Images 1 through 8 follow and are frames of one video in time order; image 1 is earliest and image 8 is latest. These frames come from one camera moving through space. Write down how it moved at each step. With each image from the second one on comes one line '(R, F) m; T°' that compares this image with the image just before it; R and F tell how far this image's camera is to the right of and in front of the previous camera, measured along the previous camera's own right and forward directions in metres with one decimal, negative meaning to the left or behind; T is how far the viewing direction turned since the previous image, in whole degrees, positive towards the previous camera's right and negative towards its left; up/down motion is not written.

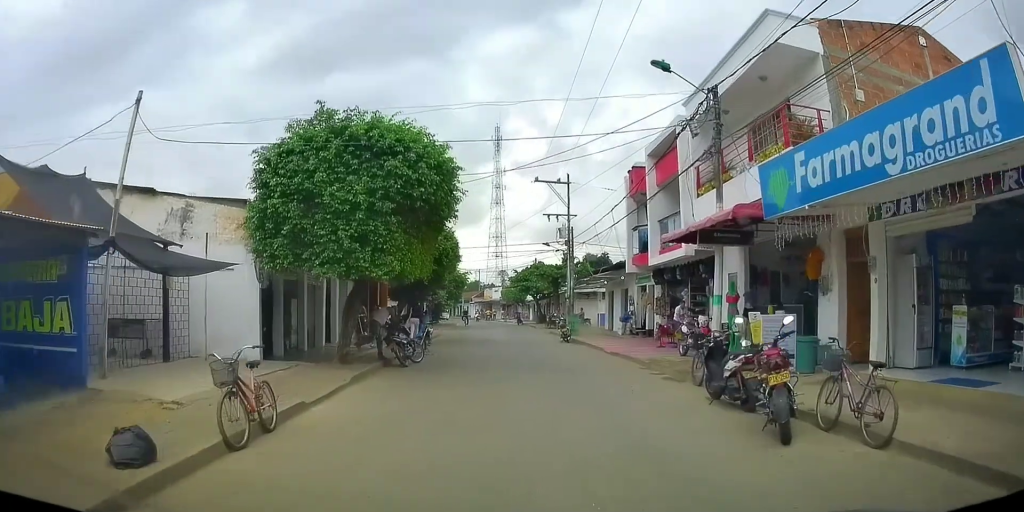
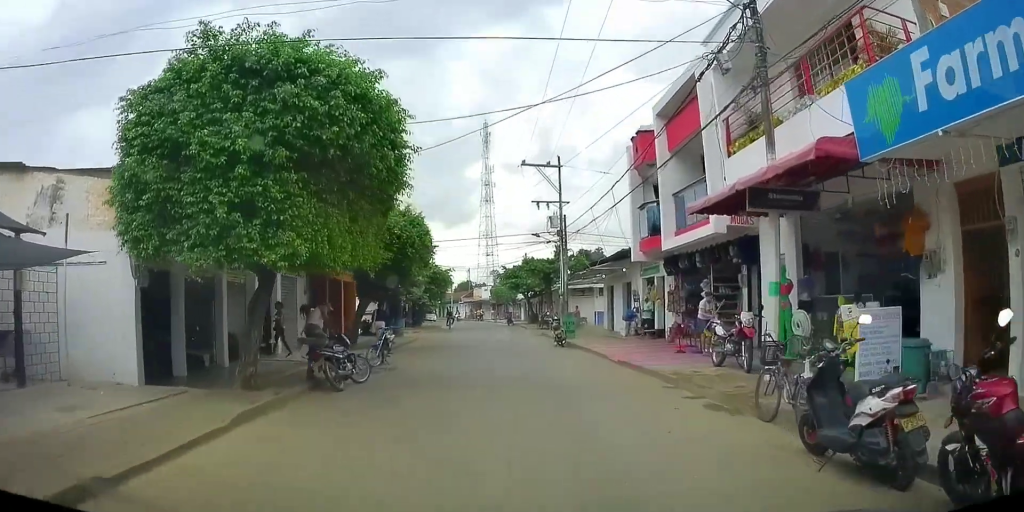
(+0.1, +4.5) m; +2°
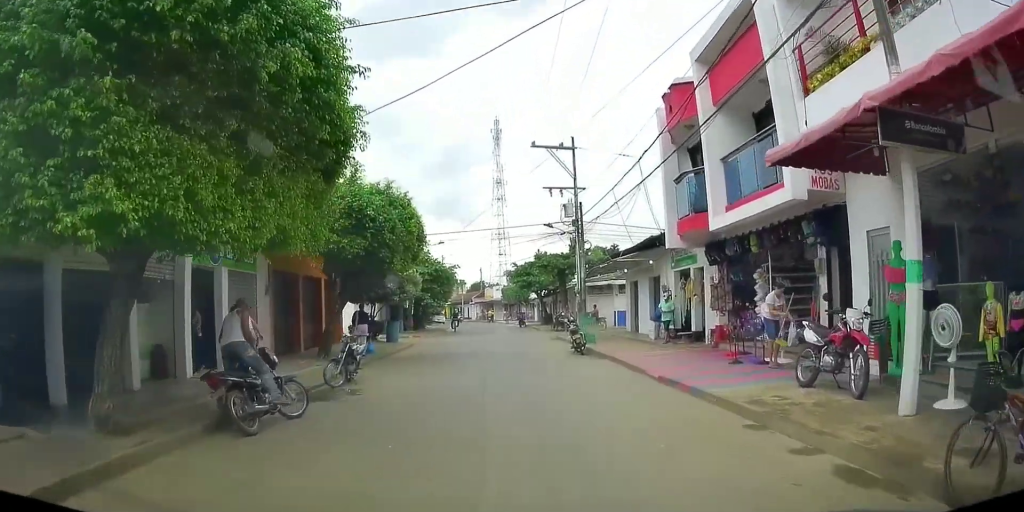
(+0.3, +4.3) m; 0°
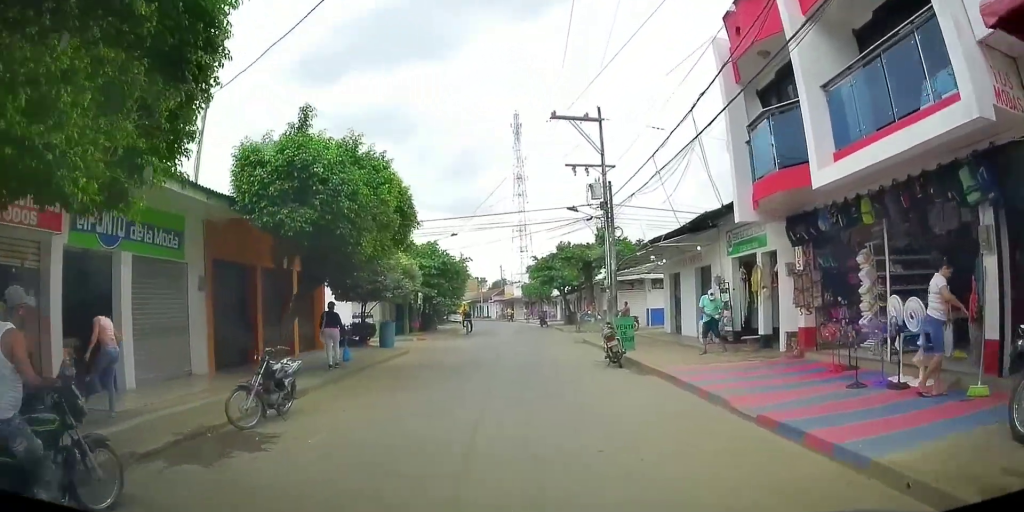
(-0.3, +4.6) m; -3°
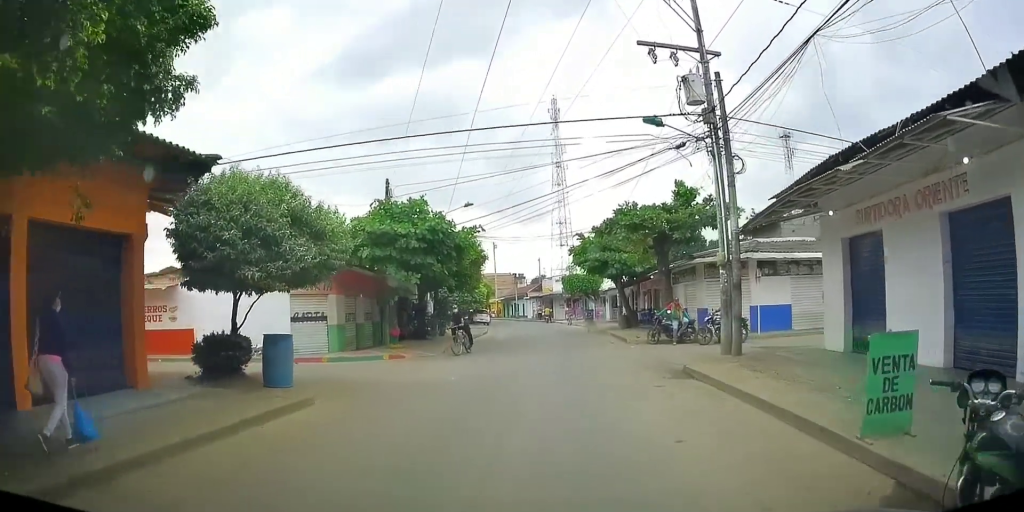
(+0.1, +11.6) m; +1°
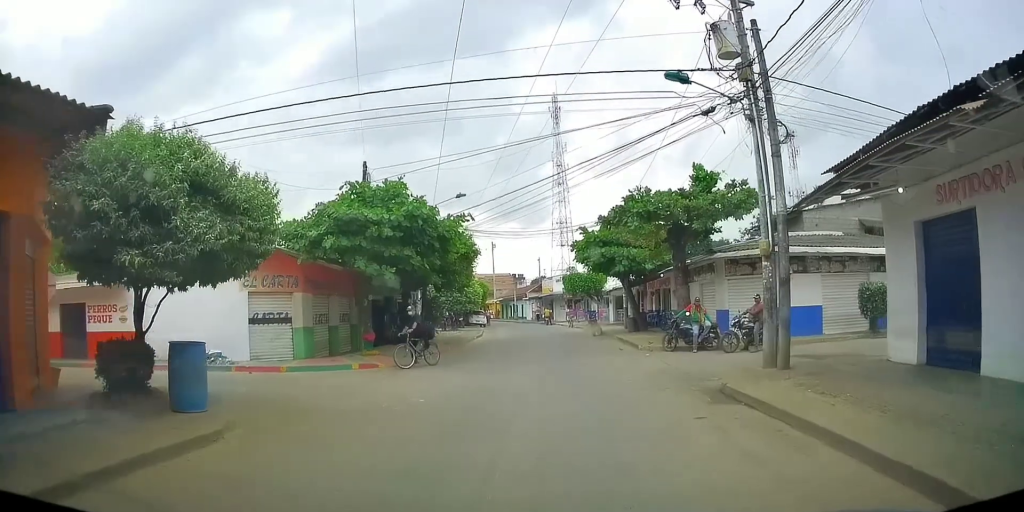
(0.0, +2.8) m; 0°
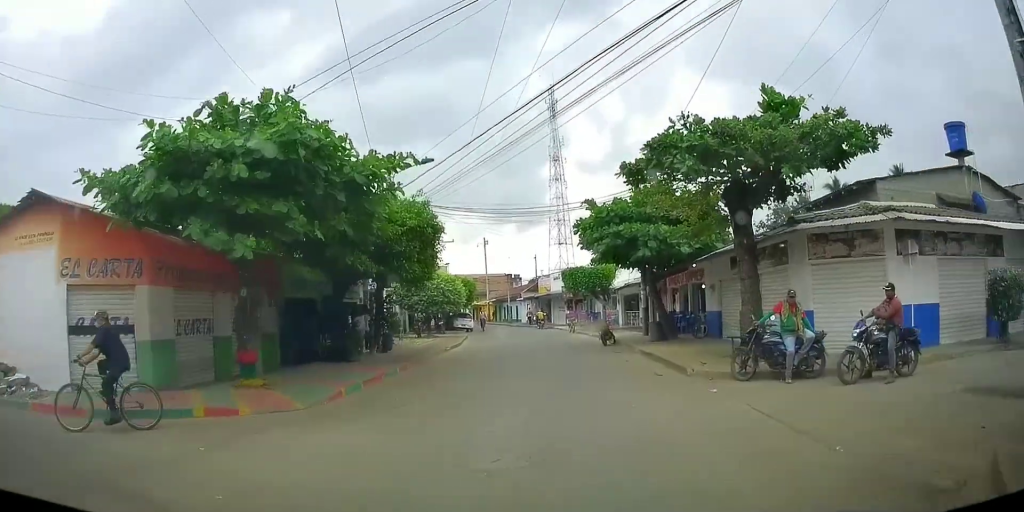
(0.0, +7.1) m; -1°
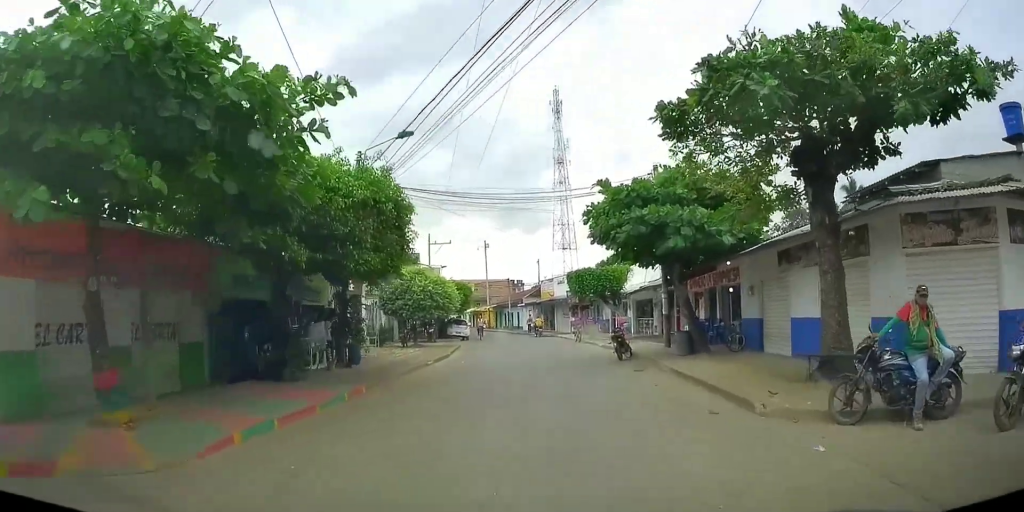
(0.0, +3.9) m; -2°
